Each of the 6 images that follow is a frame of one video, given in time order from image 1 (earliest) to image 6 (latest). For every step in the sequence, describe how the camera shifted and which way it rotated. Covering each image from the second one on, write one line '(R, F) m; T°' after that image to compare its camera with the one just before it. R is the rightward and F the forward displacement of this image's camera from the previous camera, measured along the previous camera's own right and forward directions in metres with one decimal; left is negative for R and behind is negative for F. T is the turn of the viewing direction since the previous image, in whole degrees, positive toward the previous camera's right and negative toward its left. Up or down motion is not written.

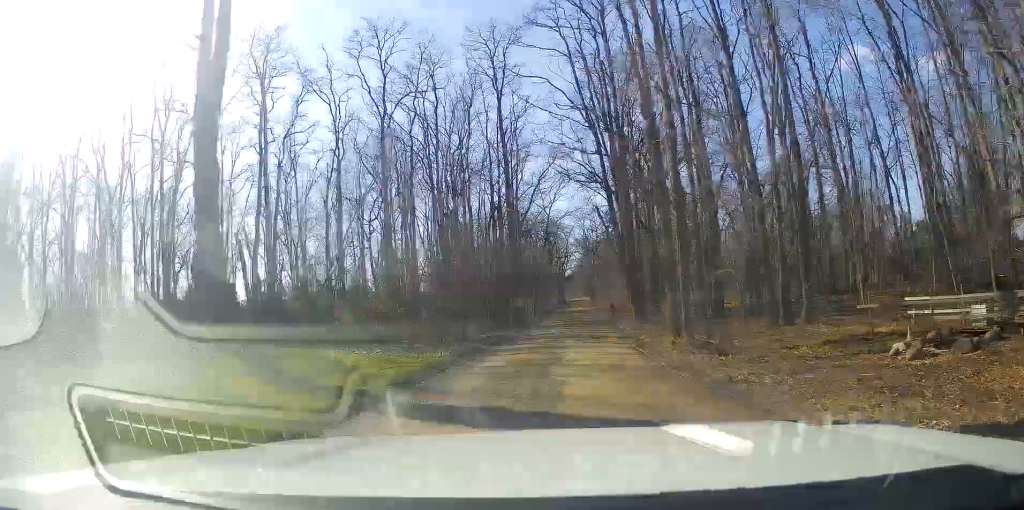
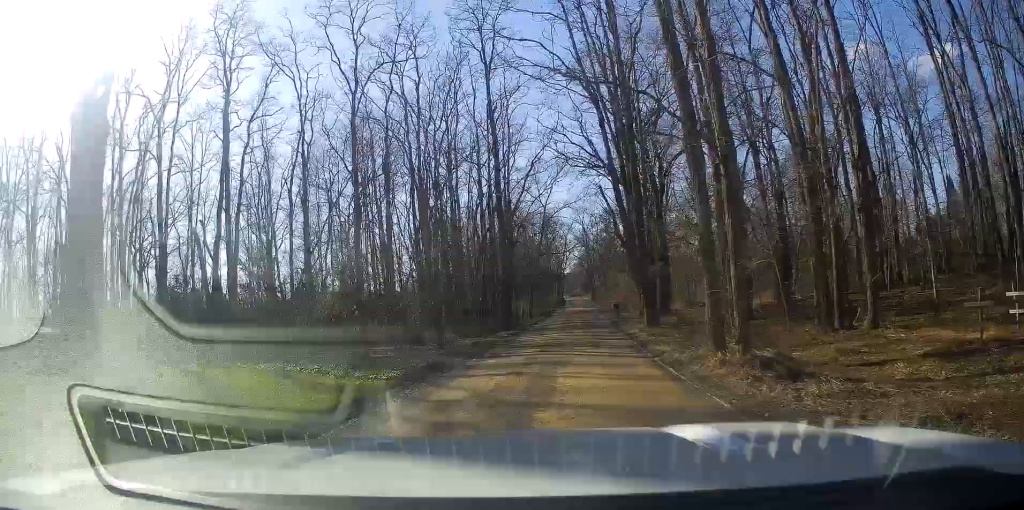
(0.0, +6.3) m; 0°
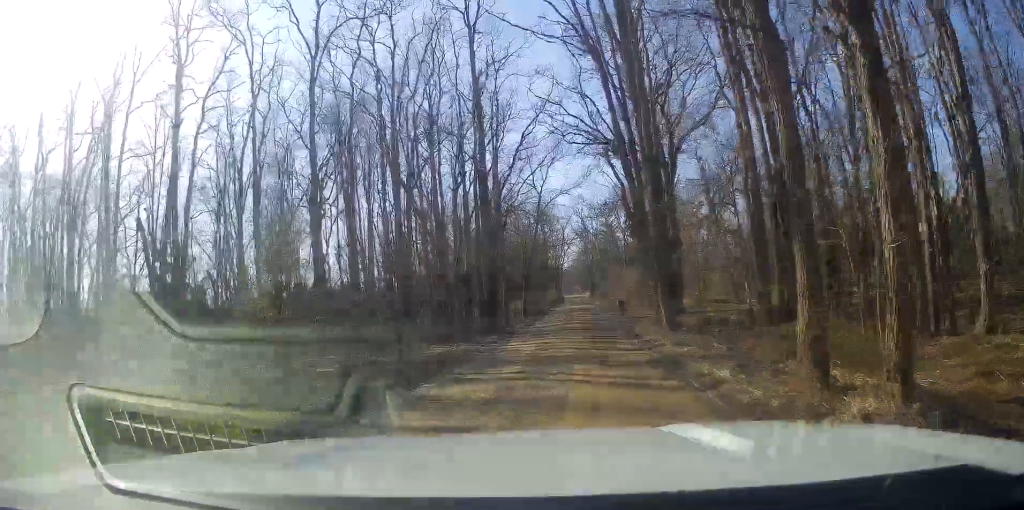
(-0.2, +6.7) m; +1°
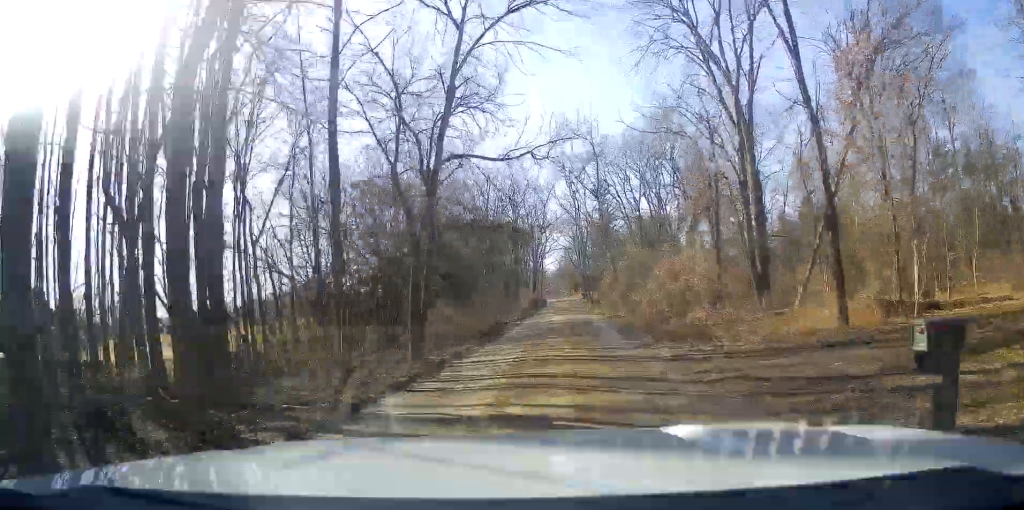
(+1.7, +39.5) m; +3°
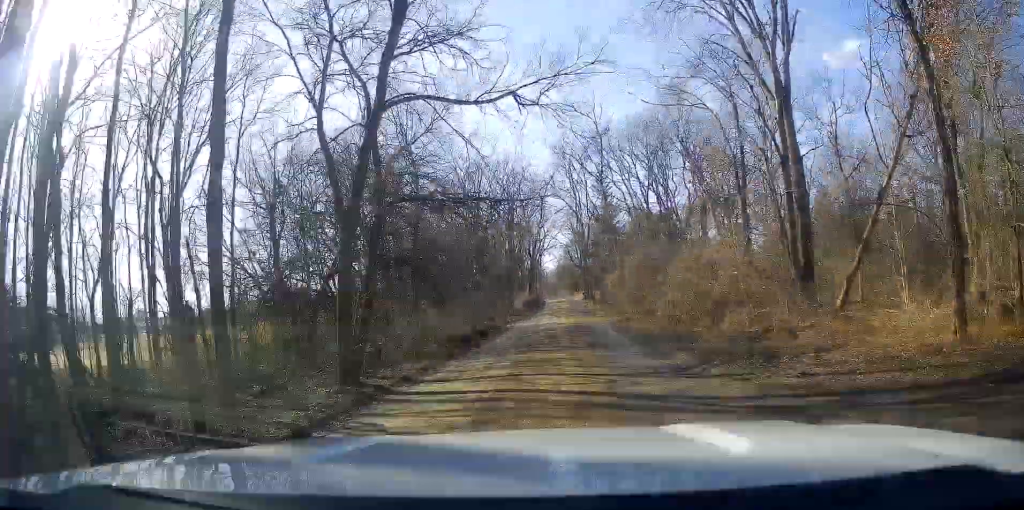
(0.0, +7.0) m; 0°
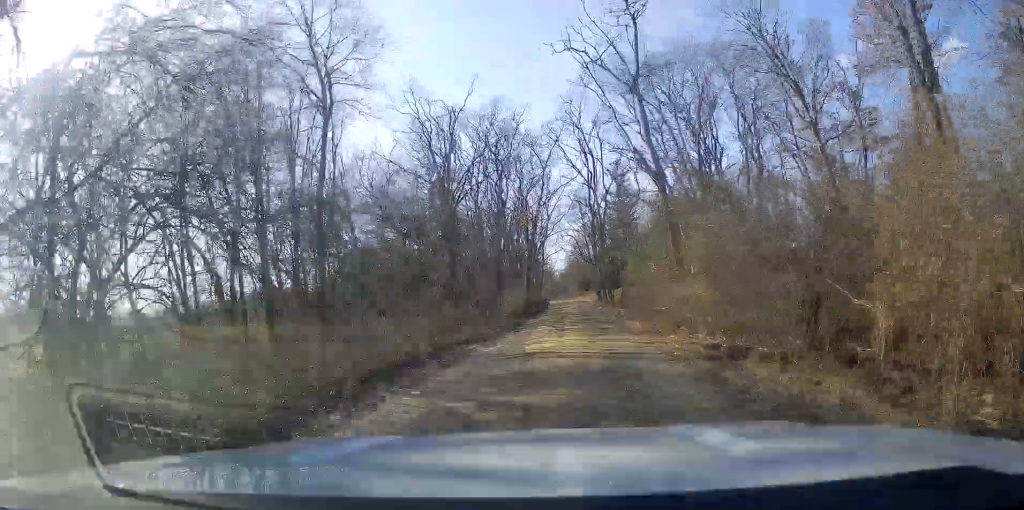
(0.0, +20.1) m; 0°
